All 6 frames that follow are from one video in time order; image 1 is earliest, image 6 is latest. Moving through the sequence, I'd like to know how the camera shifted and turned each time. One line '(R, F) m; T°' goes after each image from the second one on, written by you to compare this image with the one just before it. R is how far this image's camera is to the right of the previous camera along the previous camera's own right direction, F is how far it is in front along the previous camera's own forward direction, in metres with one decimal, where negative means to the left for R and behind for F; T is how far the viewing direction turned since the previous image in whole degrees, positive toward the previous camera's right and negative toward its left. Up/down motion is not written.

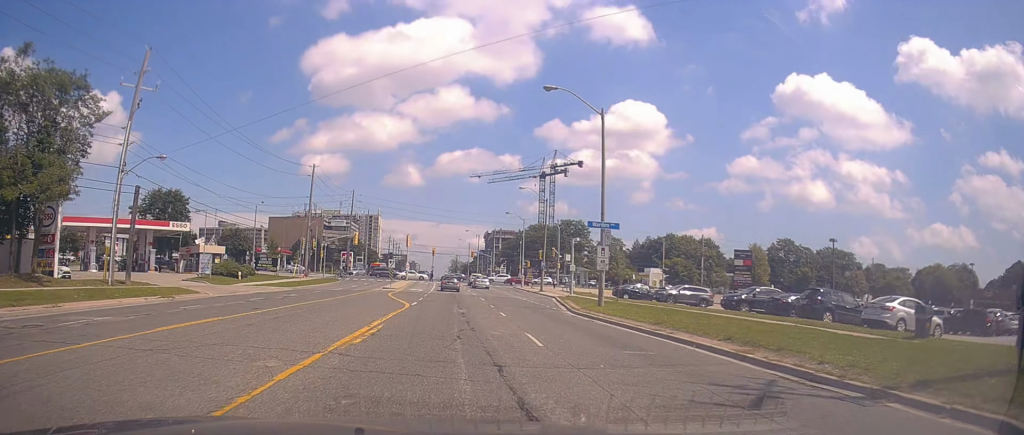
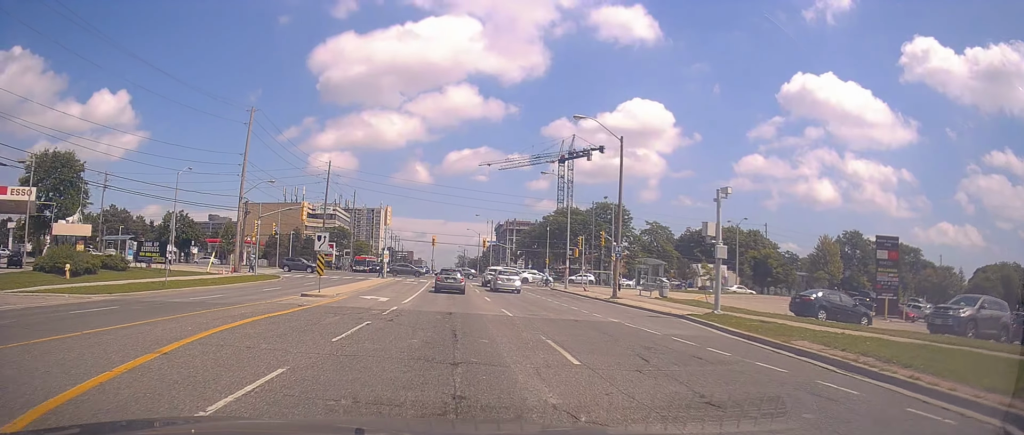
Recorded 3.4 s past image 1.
(-1.1, +31.7) m; -2°
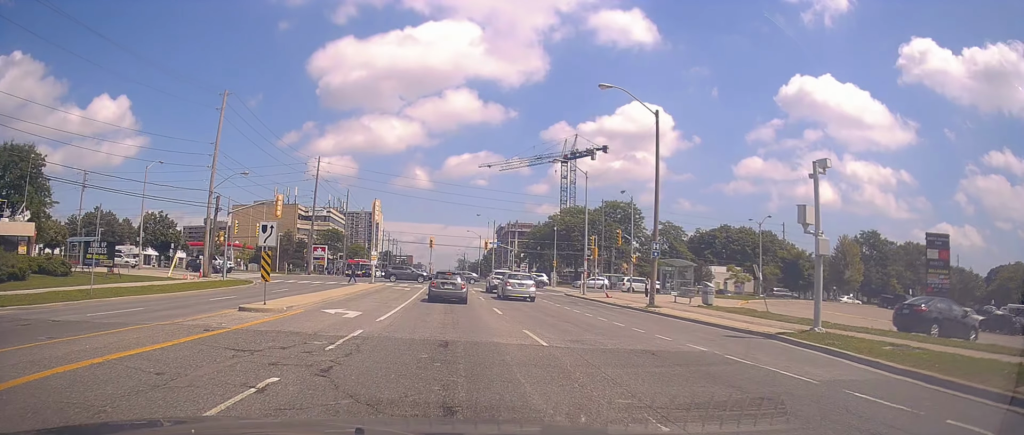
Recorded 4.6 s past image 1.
(-0.1, +8.4) m; +1°
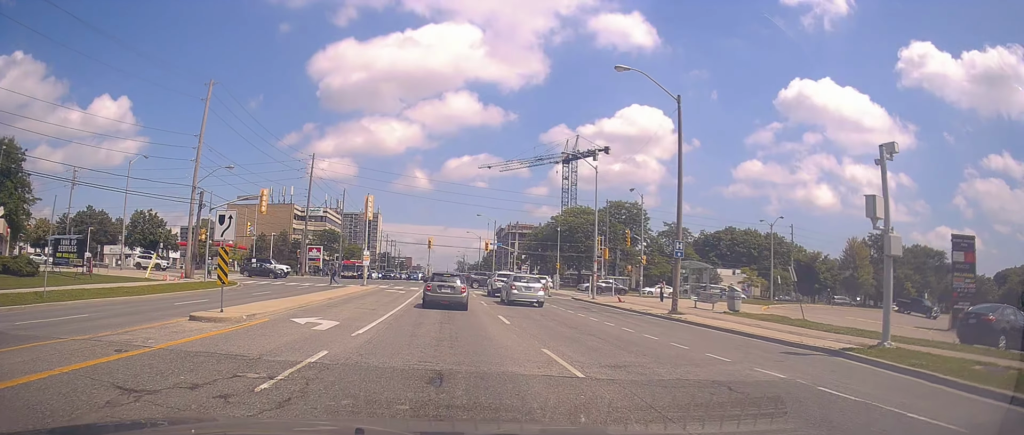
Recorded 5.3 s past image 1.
(+0.1, +4.5) m; 0°
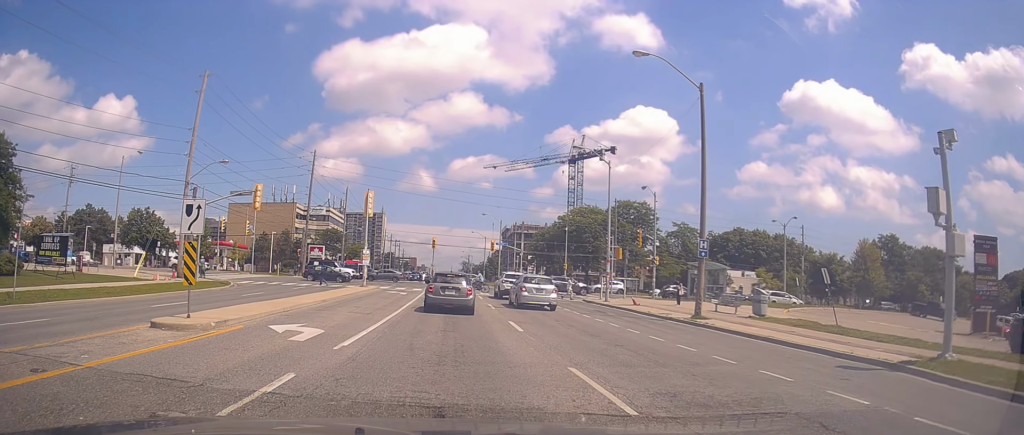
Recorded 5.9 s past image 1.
(-0.3, +3.3) m; -3°
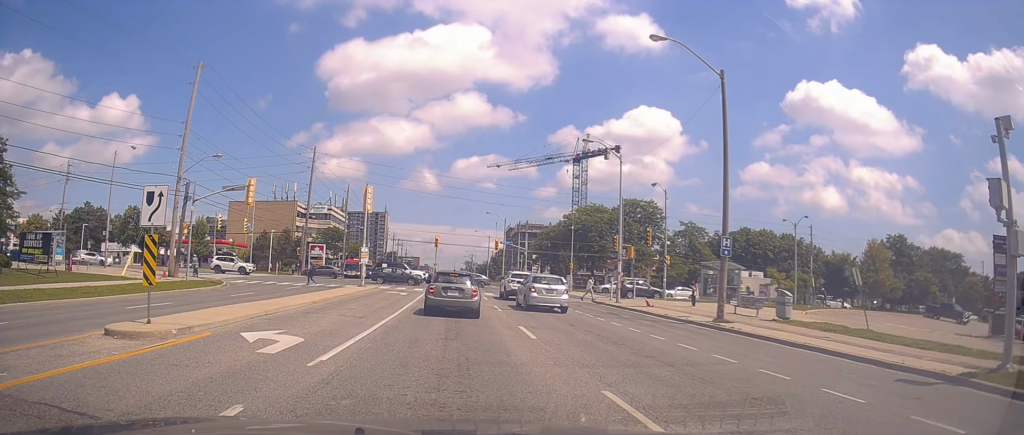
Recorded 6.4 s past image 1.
(+0.1, +2.5) m; 0°
